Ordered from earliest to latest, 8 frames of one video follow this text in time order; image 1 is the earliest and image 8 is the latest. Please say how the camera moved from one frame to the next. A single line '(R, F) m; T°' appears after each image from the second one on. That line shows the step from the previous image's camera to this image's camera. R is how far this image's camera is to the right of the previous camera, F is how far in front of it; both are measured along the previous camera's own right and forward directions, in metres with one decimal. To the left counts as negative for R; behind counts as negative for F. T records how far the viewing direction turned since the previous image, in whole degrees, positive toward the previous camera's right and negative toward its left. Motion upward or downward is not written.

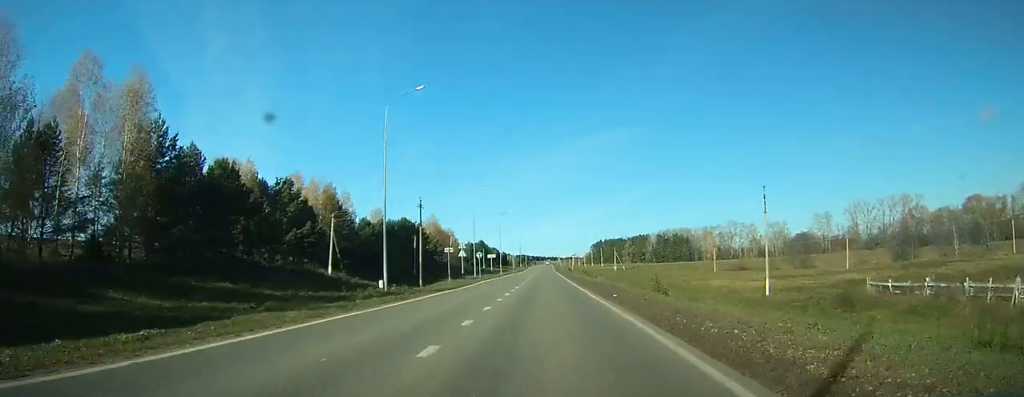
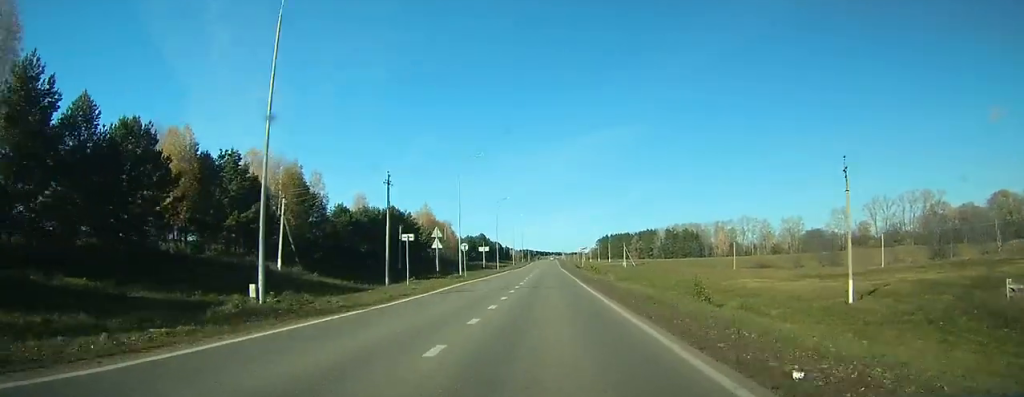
(0.0, +14.6) m; 0°
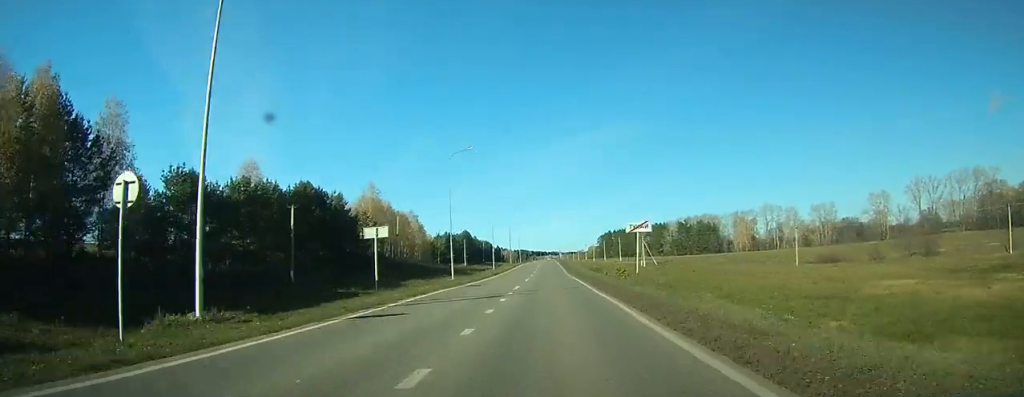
(-0.3, +41.8) m; 0°
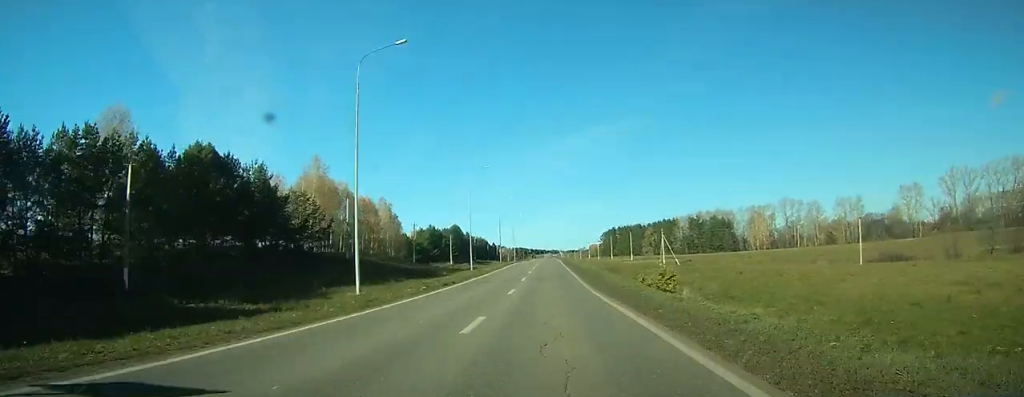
(0.0, +26.5) m; 0°
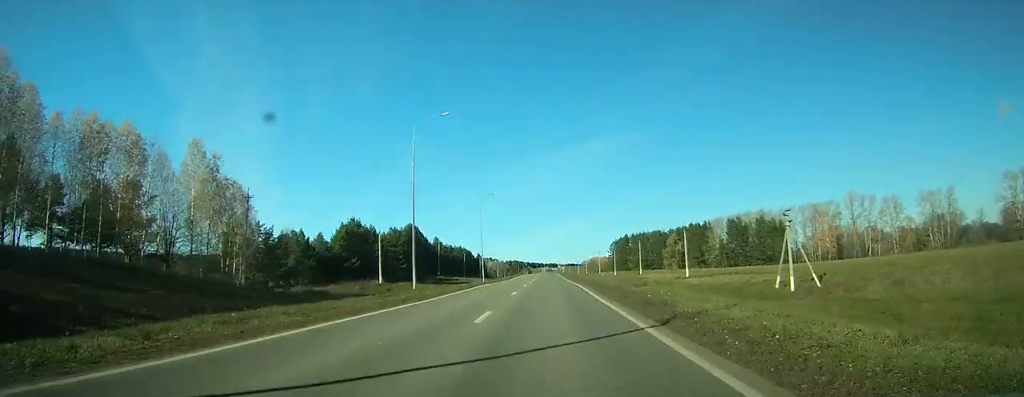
(+0.3, +67.3) m; 0°
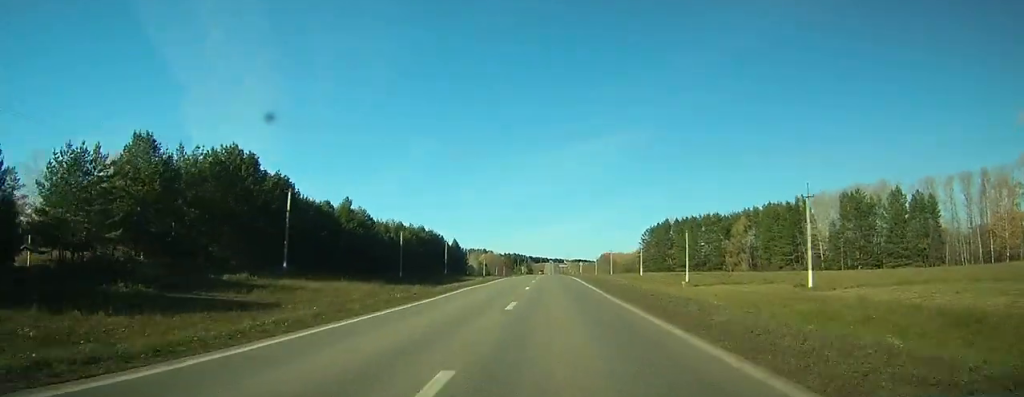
(-0.3, +92.1) m; 0°
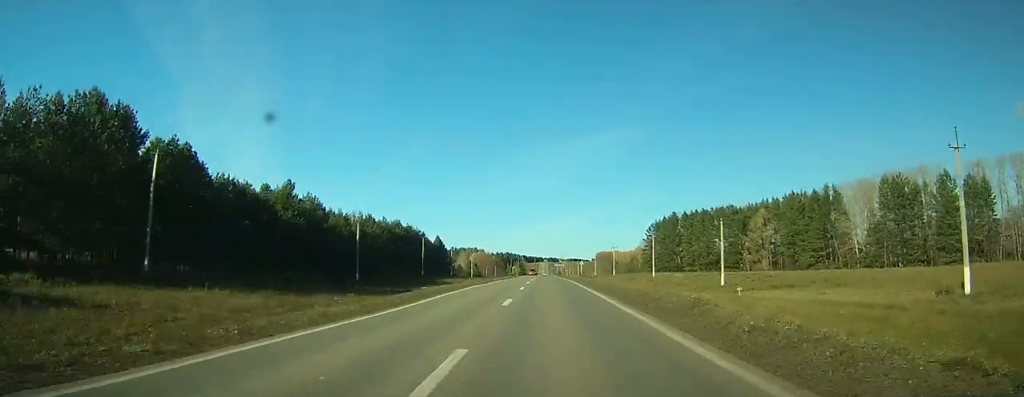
(+0.1, +22.8) m; 0°
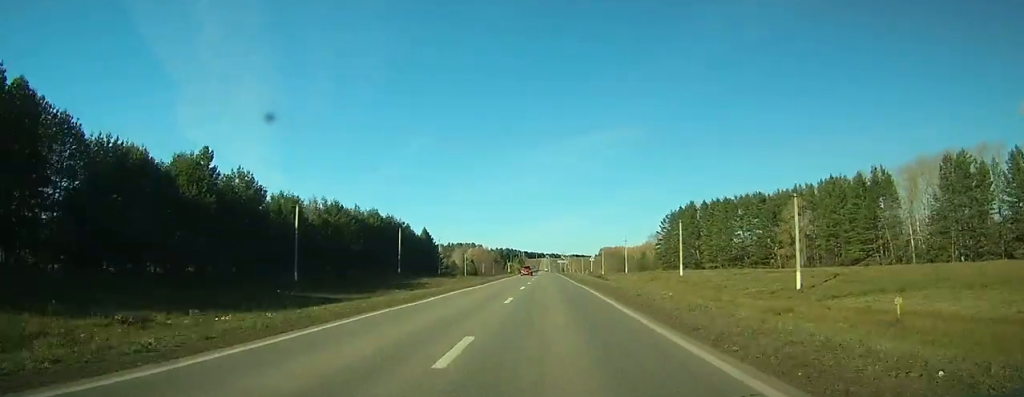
(0.0, +21.9) m; 0°
